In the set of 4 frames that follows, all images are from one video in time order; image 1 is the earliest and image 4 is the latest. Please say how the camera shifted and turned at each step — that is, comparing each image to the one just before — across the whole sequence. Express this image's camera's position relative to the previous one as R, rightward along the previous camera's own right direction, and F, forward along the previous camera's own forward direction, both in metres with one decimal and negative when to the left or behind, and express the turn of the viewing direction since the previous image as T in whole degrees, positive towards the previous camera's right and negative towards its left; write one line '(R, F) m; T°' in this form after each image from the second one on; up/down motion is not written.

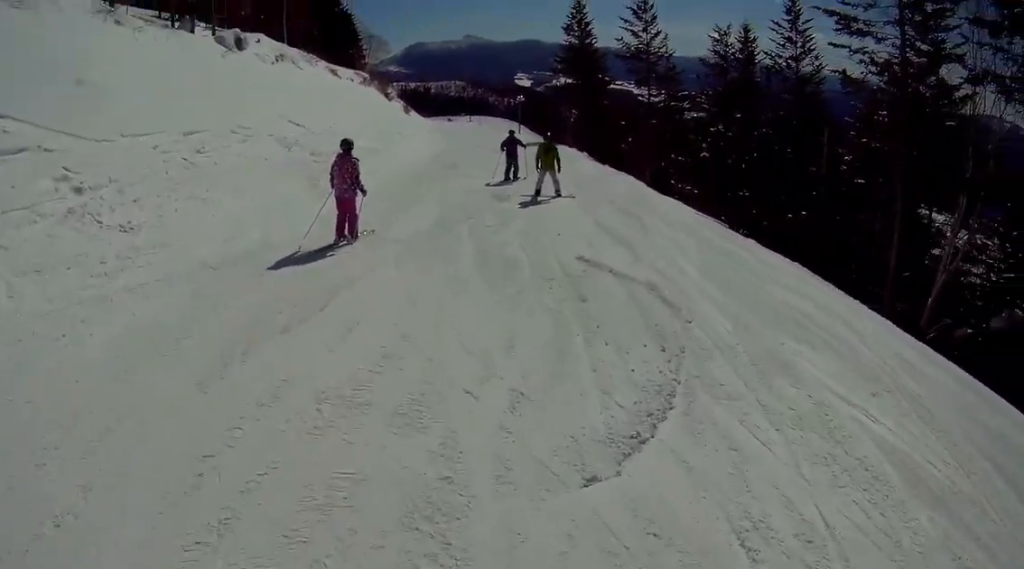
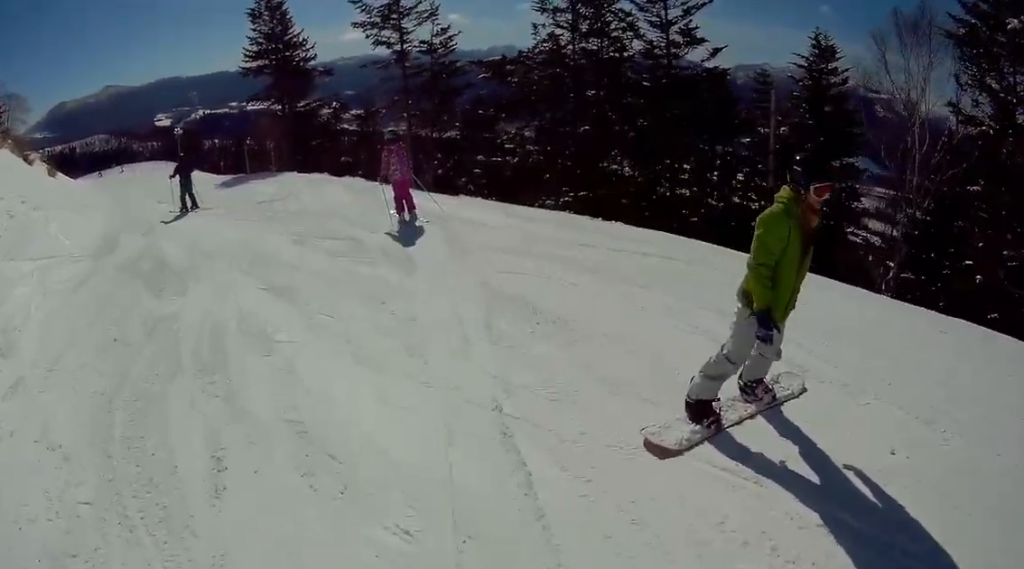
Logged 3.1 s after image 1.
(+0.8, +13.1) m; +29°
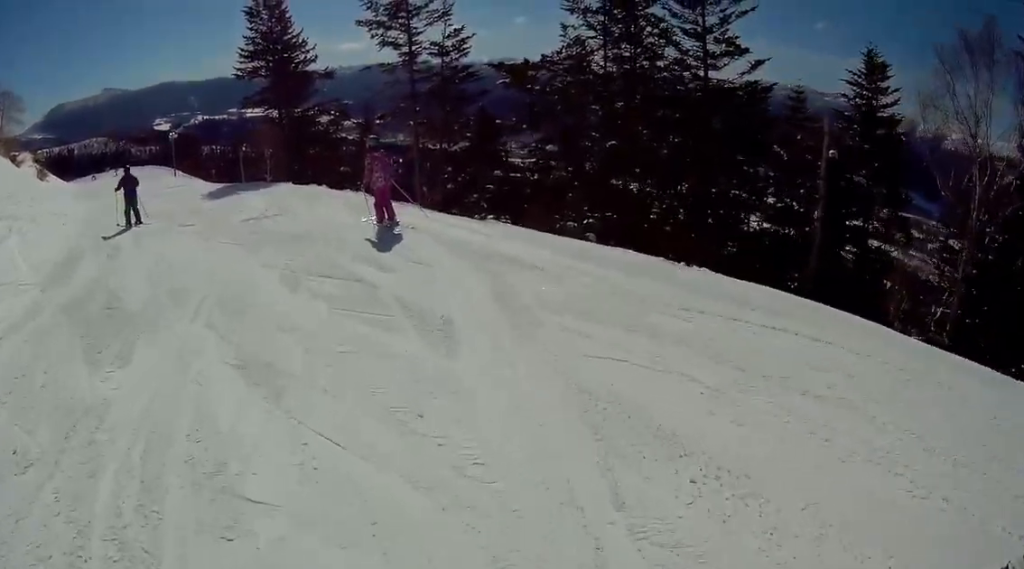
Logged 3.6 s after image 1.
(+0.2, +2.3) m; +1°
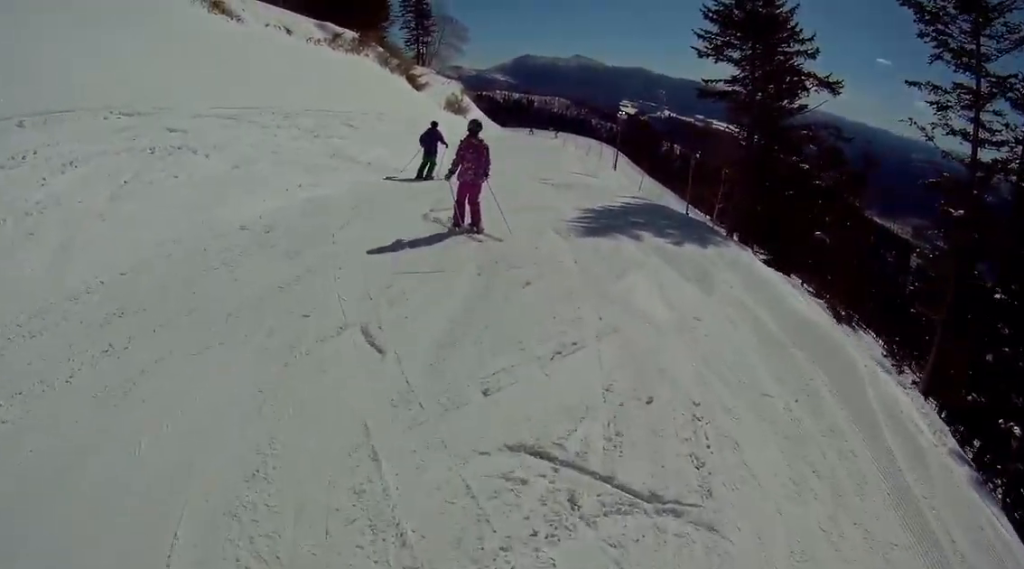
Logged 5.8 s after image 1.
(-2.0, +11.0) m; -18°
